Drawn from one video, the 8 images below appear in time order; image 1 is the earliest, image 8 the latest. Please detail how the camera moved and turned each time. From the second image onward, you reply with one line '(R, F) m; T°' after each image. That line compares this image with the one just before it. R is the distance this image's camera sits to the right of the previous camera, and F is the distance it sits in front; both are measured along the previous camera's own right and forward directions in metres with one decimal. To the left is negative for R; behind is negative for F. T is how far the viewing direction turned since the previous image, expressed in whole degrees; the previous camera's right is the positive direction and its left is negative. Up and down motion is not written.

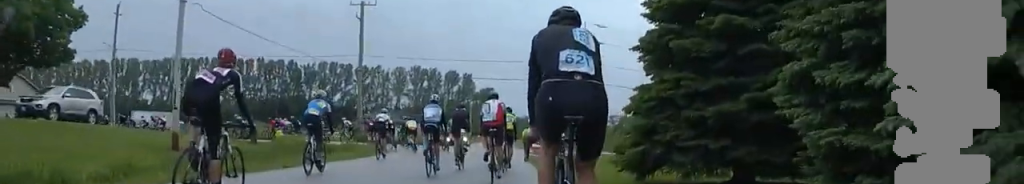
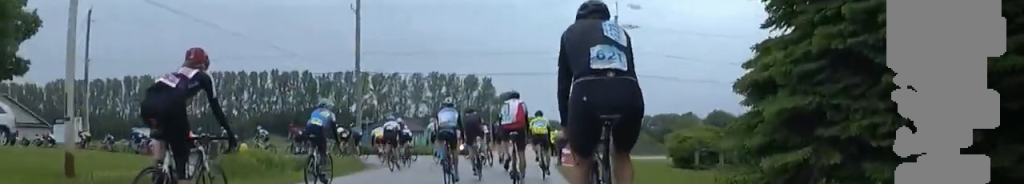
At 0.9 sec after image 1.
(-0.1, +8.7) m; +2°
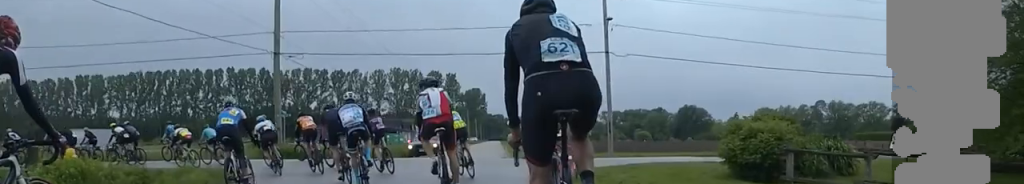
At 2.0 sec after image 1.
(+0.6, +11.4) m; +4°
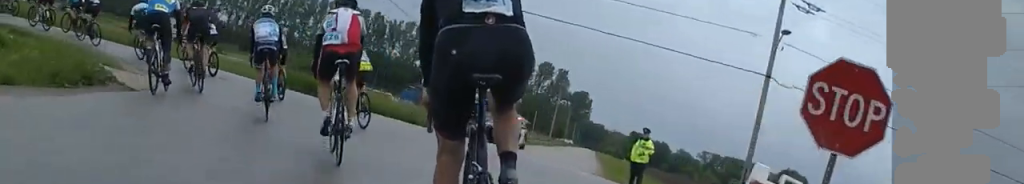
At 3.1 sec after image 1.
(+0.1, +10.5) m; -3°
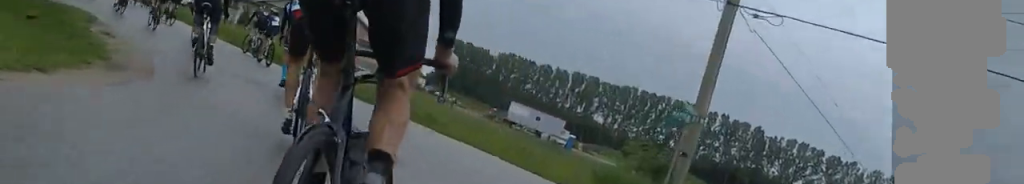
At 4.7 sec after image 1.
(-0.4, +14.8) m; 0°
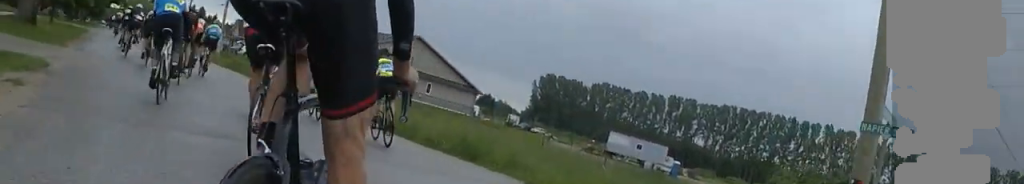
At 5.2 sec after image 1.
(+0.3, +5.5) m; 0°
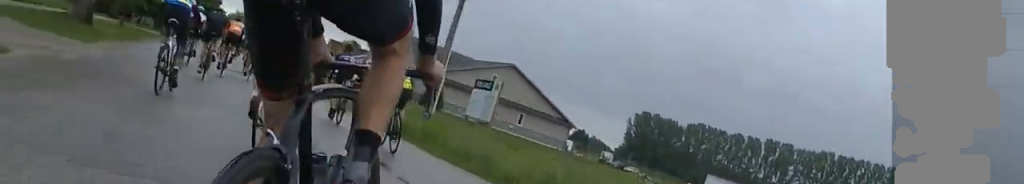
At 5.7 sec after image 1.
(-0.3, +4.3) m; 0°
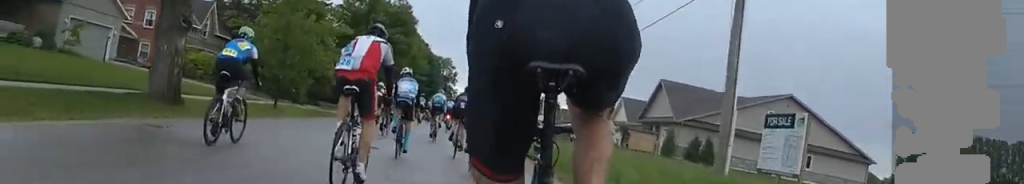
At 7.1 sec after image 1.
(+0.2, +14.6) m; 0°
